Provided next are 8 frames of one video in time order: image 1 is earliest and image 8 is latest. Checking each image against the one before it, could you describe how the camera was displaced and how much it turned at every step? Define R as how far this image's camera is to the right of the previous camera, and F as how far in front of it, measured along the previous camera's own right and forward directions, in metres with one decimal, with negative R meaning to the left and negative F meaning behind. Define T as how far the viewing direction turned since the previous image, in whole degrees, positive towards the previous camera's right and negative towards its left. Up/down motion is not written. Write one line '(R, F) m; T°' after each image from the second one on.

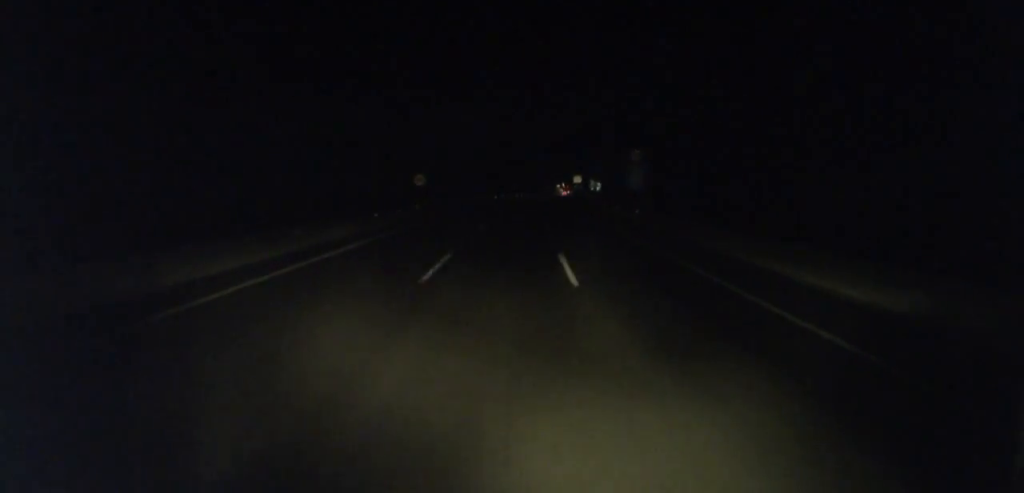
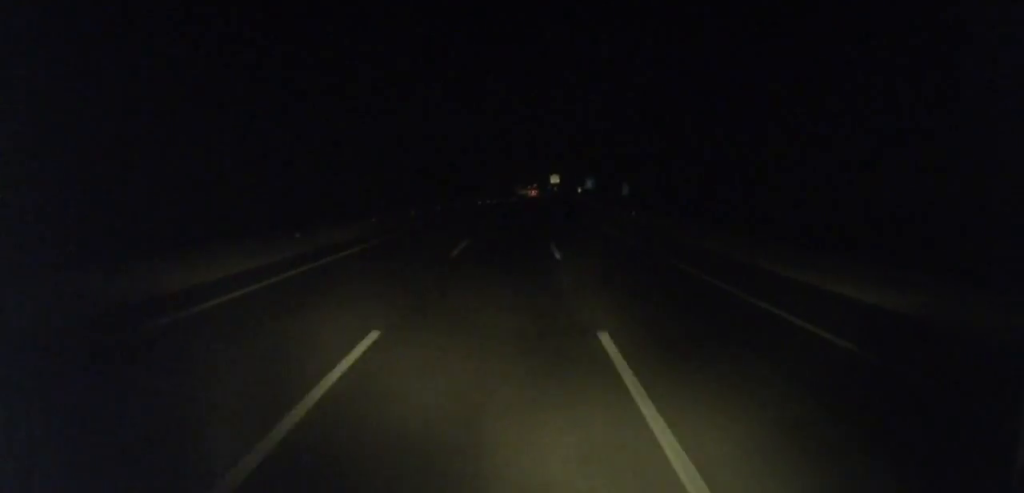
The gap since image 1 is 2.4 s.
(+2.4, +46.1) m; +4°
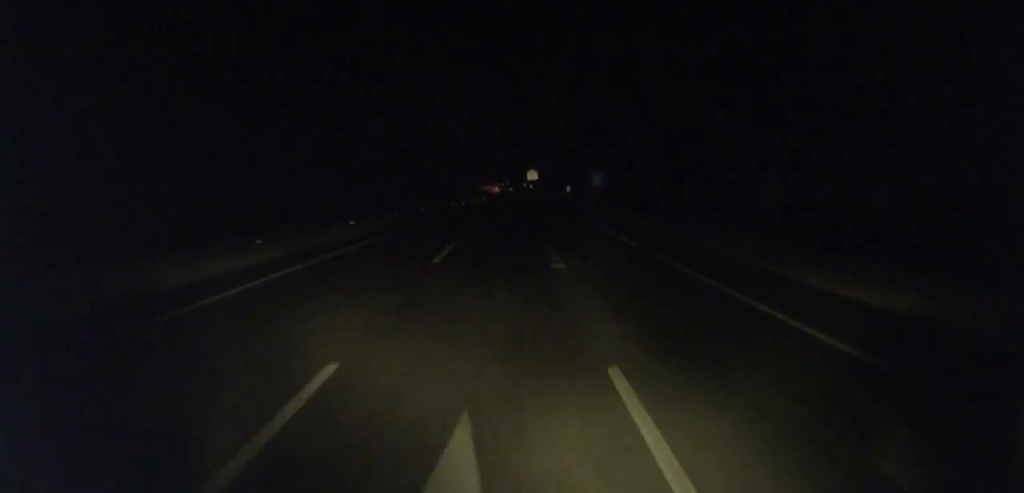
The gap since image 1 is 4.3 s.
(+1.0, +37.7) m; +1°
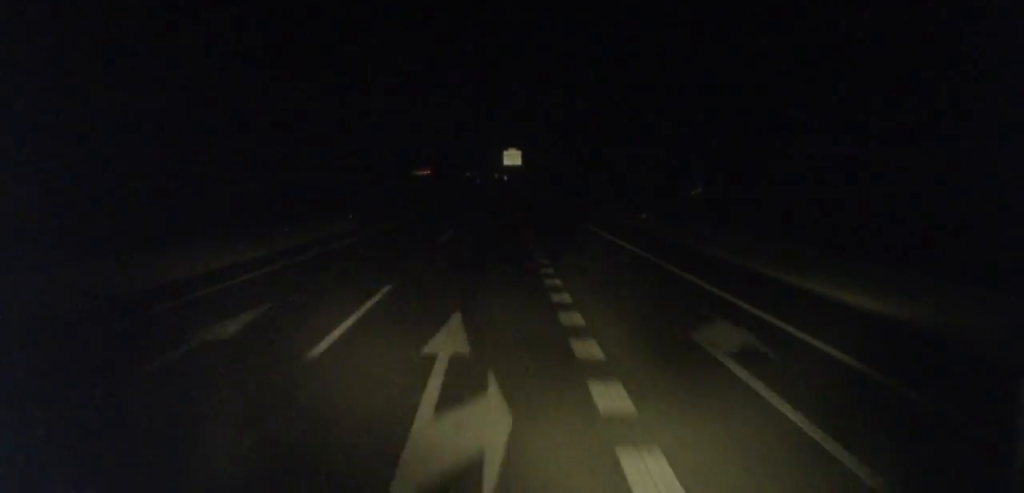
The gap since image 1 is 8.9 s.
(+2.3, +97.9) m; +2°
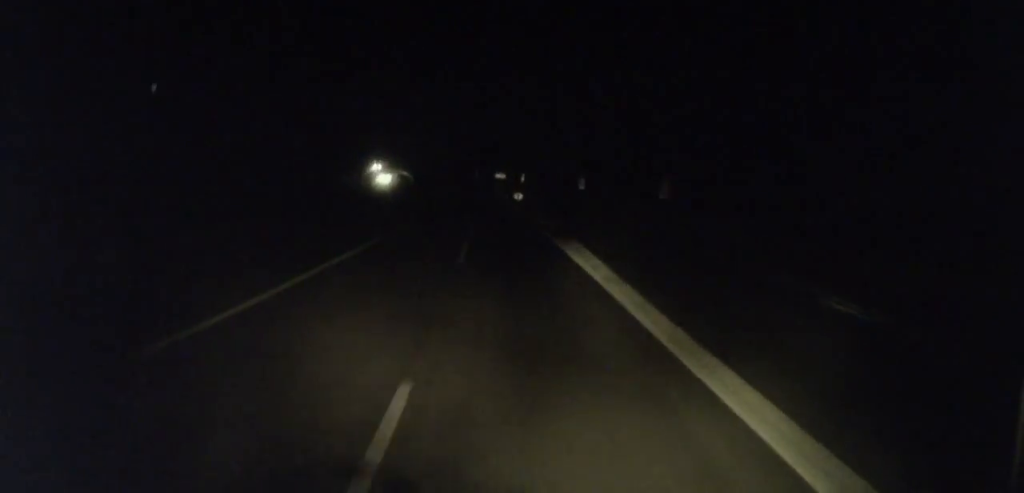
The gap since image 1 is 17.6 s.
(-5.1, +196.4) m; -6°
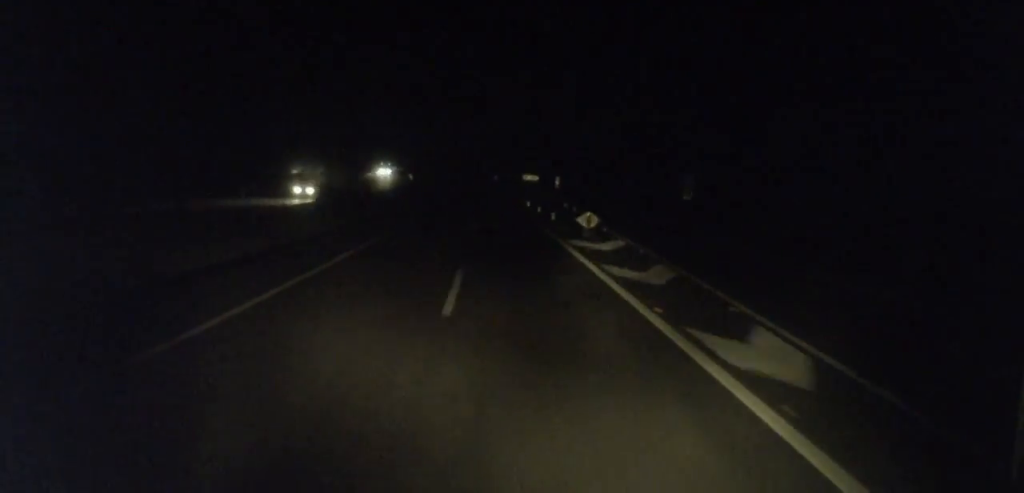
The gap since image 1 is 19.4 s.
(-0.4, +40.6) m; -2°
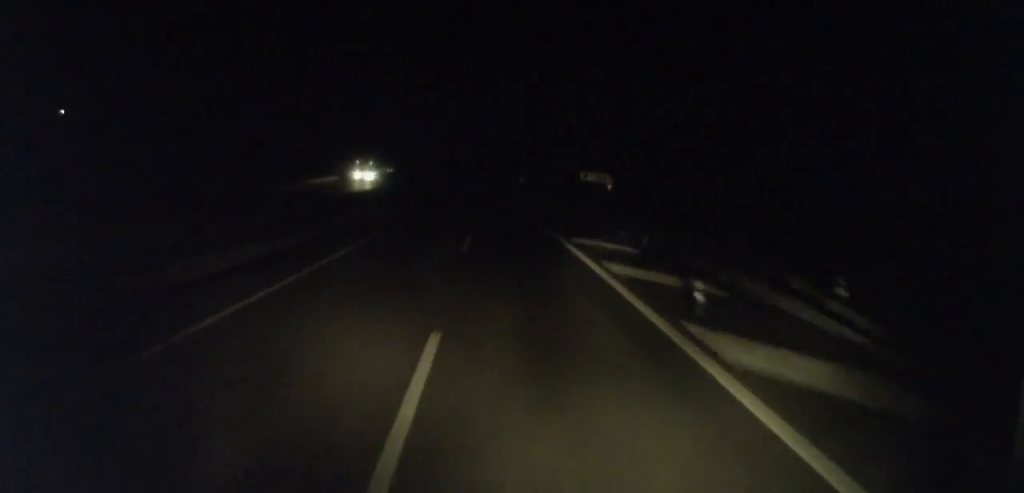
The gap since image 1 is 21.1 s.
(-1.7, +41.0) m; -2°
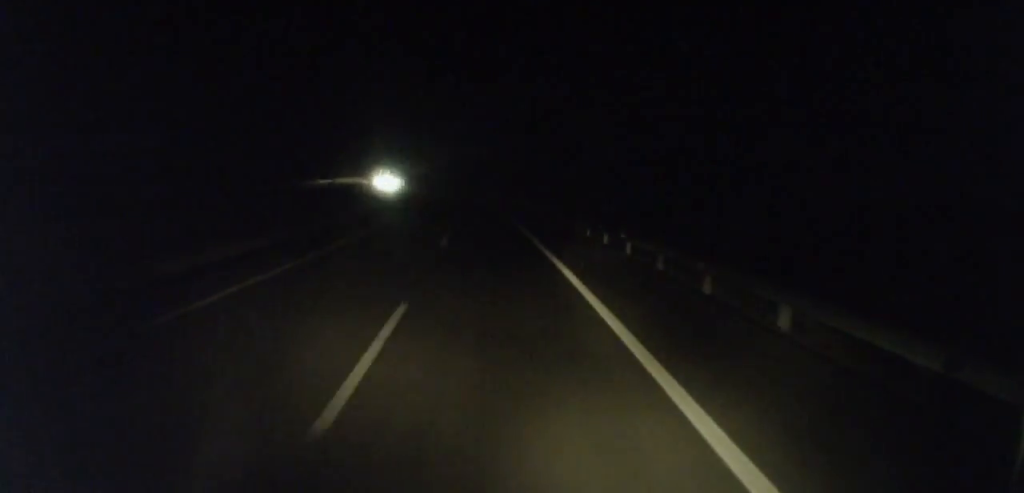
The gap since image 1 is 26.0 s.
(-4.4, +116.6) m; -4°
